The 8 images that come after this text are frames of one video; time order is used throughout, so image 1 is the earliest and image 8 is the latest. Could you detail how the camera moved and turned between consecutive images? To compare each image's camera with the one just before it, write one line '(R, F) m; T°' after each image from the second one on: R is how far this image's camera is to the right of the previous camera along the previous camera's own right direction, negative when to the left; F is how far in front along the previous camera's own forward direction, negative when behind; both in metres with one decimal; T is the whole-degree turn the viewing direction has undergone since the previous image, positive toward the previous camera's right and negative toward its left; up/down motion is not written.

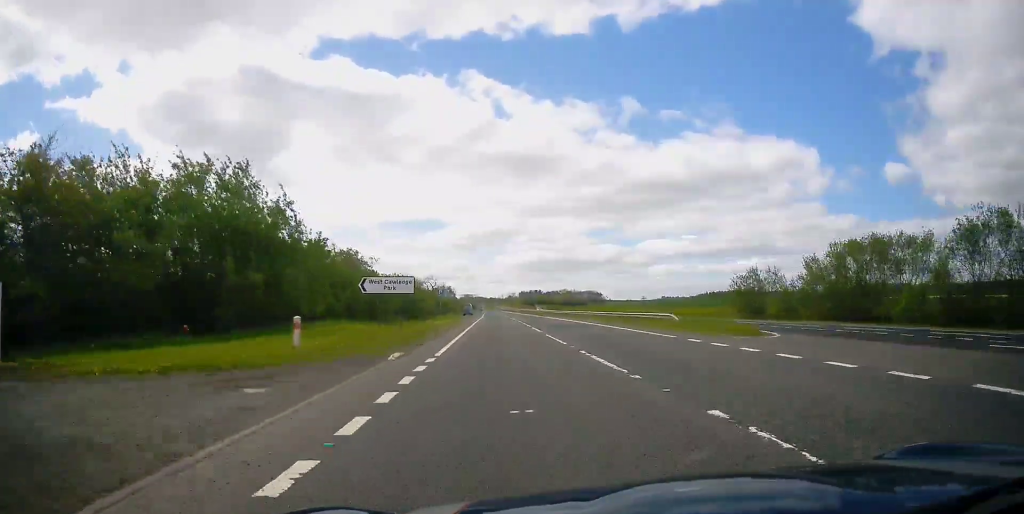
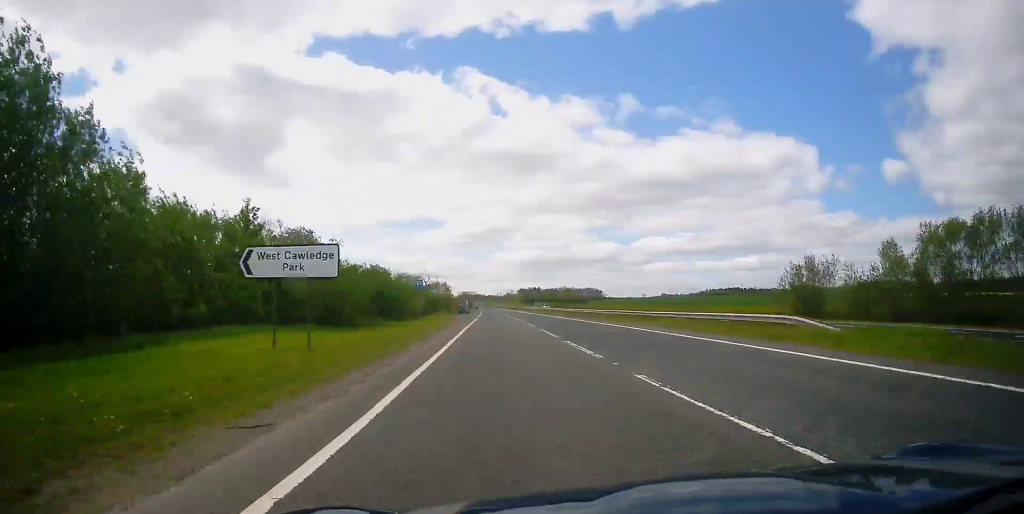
(0.0, +14.2) m; 0°
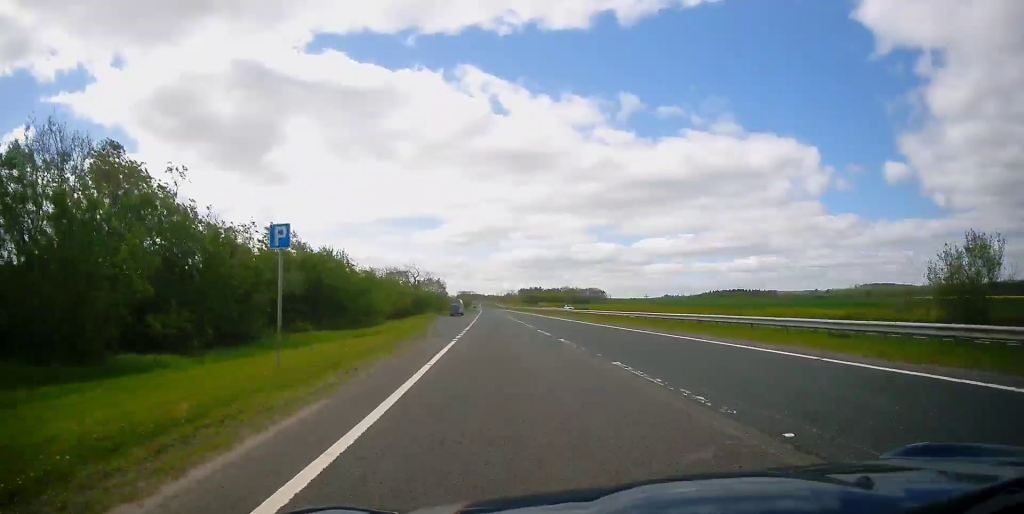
(0.0, +25.2) m; 0°
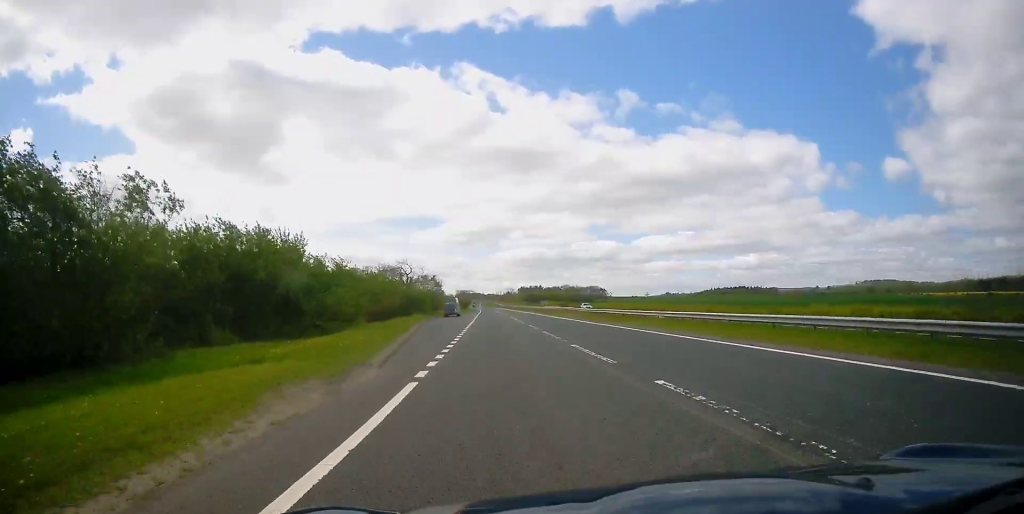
(0.0, +12.1) m; 0°
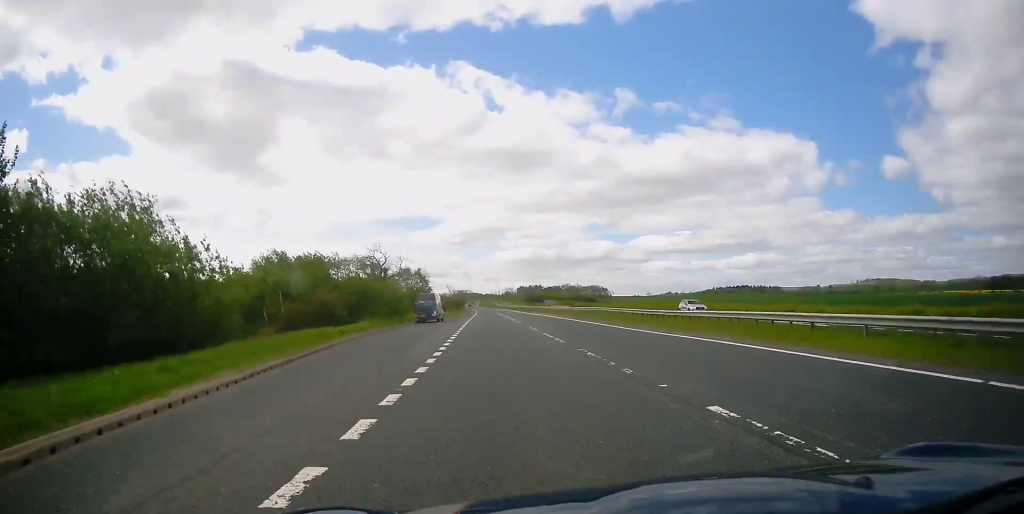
(+0.2, +28.6) m; 0°
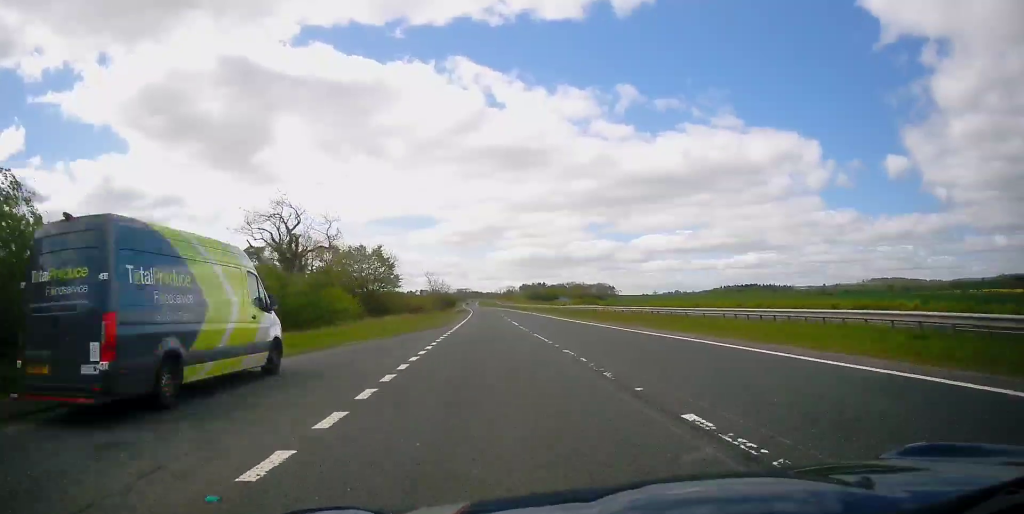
(-0.3, +45.6) m; 0°
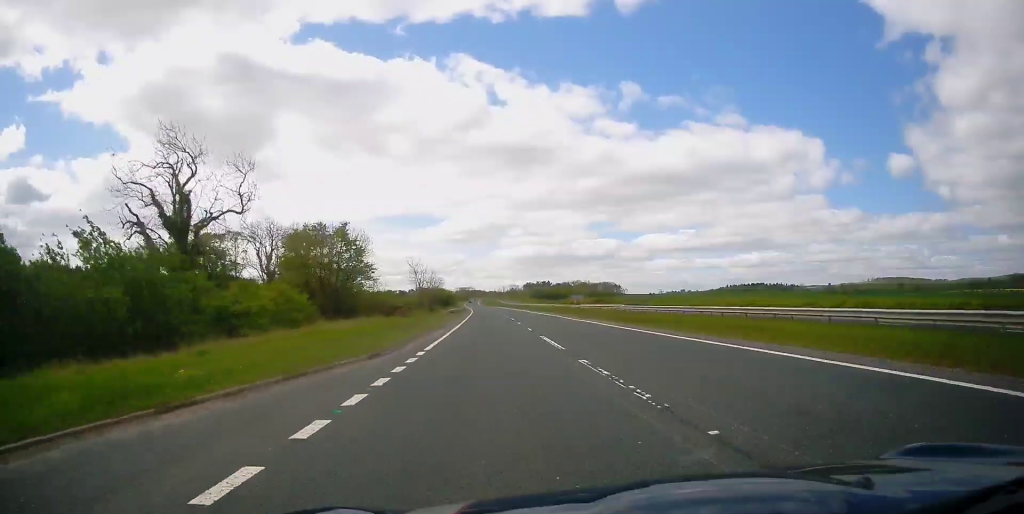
(+0.2, +21.0) m; +1°
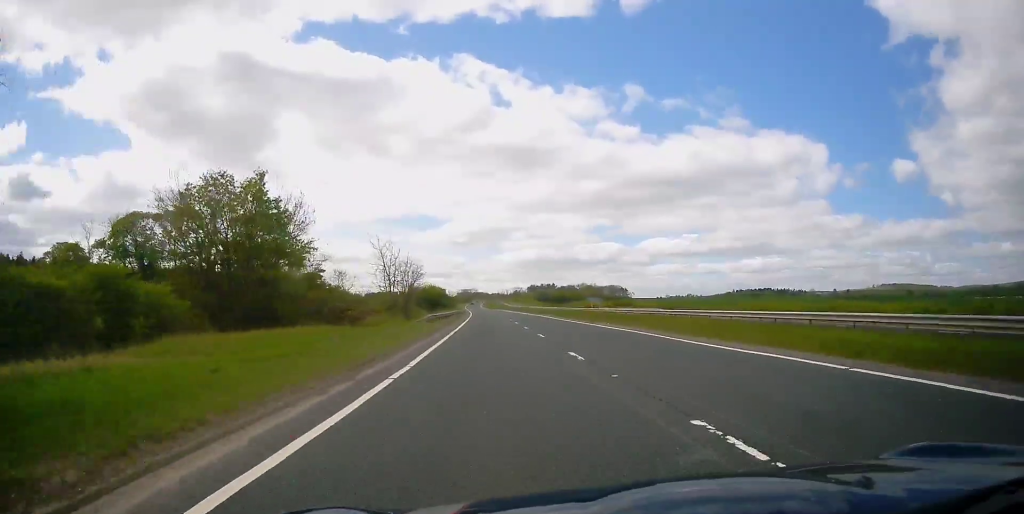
(0.0, +22.4) m; -1°
